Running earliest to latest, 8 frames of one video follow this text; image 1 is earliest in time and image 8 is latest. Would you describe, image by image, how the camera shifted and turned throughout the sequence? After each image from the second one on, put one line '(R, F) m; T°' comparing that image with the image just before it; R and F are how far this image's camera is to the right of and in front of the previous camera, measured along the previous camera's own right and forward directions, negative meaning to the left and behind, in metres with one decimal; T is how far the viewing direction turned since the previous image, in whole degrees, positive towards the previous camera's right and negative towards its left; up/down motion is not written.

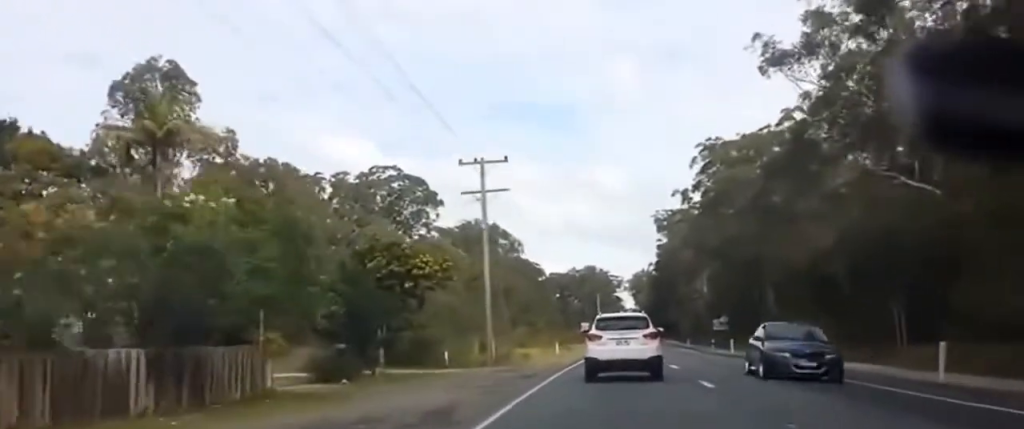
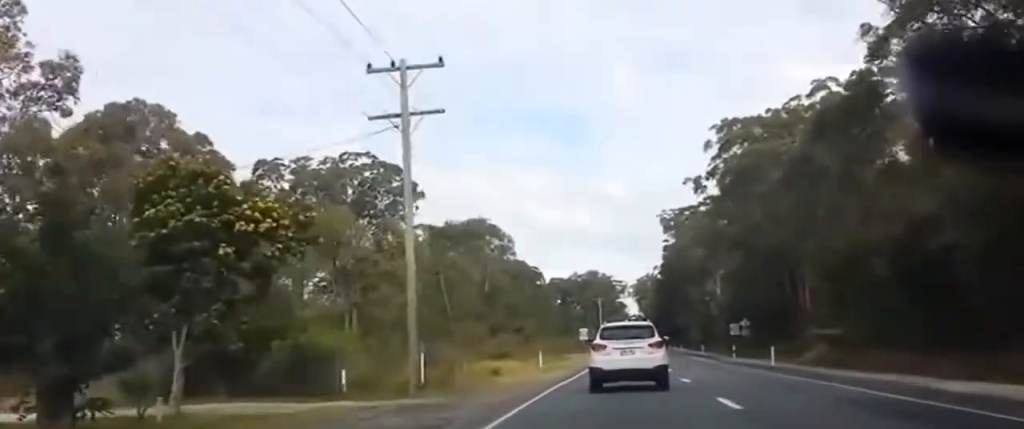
(0.0, +16.4) m; +4°
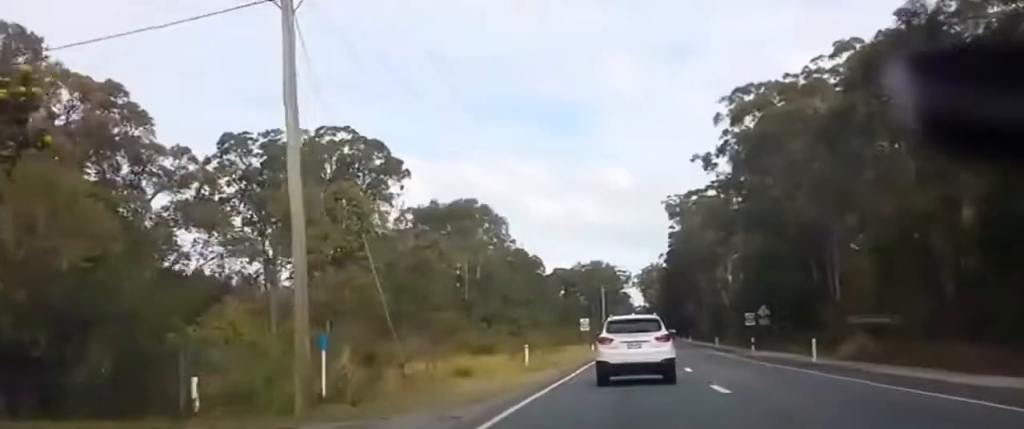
(+0.1, +9.5) m; +4°
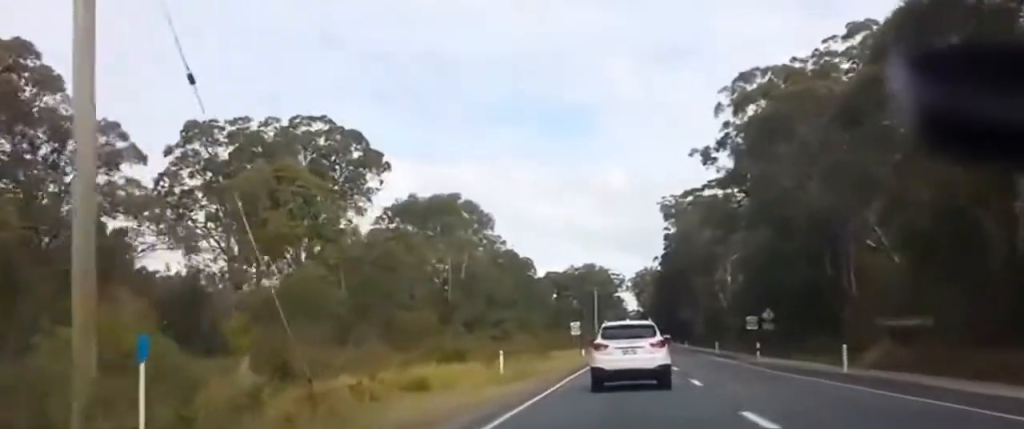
(+0.4, +6.5) m; +1°
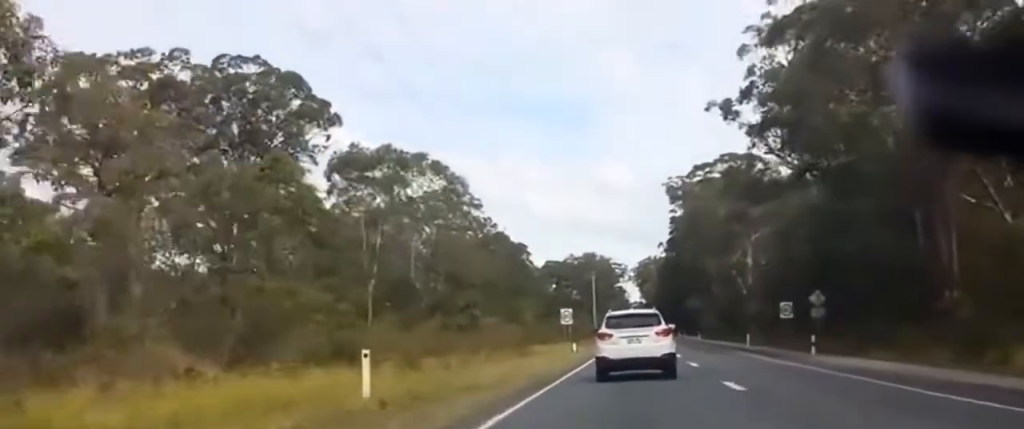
(+0.4, +18.2) m; +2°
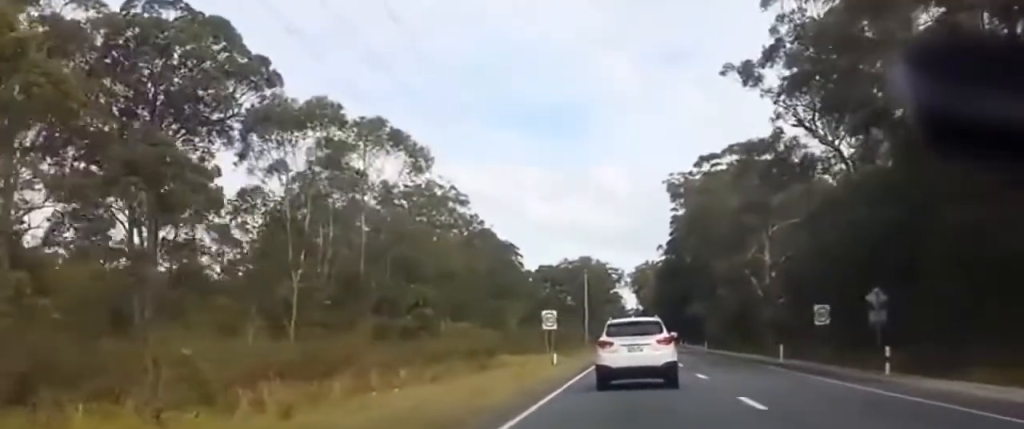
(+0.1, +13.8) m; 0°
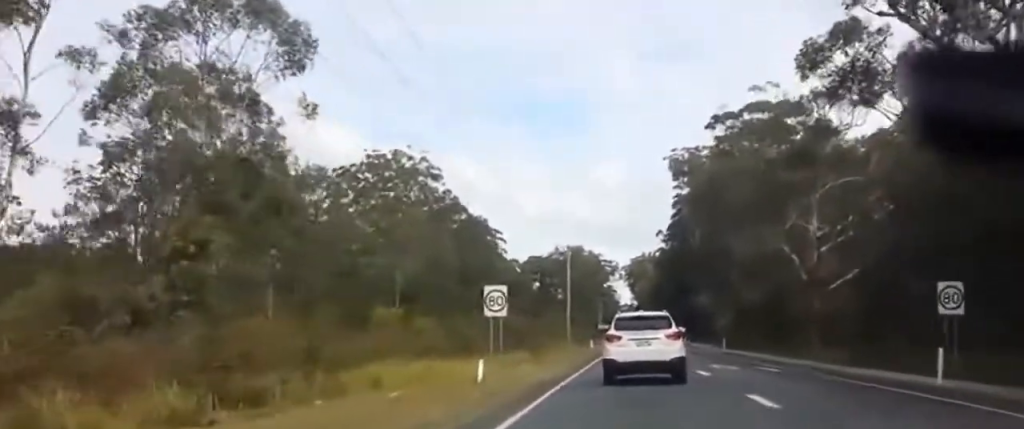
(-0.5, +24.1) m; 0°
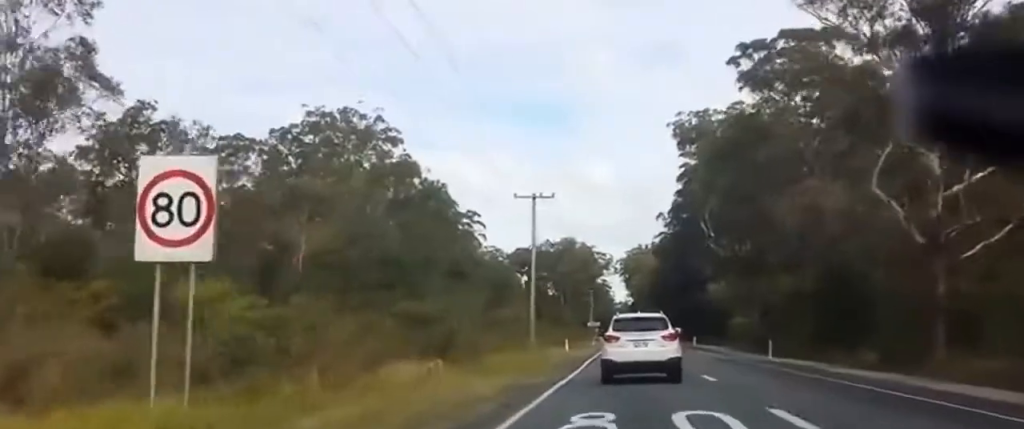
(-0.2, +26.5) m; -3°
